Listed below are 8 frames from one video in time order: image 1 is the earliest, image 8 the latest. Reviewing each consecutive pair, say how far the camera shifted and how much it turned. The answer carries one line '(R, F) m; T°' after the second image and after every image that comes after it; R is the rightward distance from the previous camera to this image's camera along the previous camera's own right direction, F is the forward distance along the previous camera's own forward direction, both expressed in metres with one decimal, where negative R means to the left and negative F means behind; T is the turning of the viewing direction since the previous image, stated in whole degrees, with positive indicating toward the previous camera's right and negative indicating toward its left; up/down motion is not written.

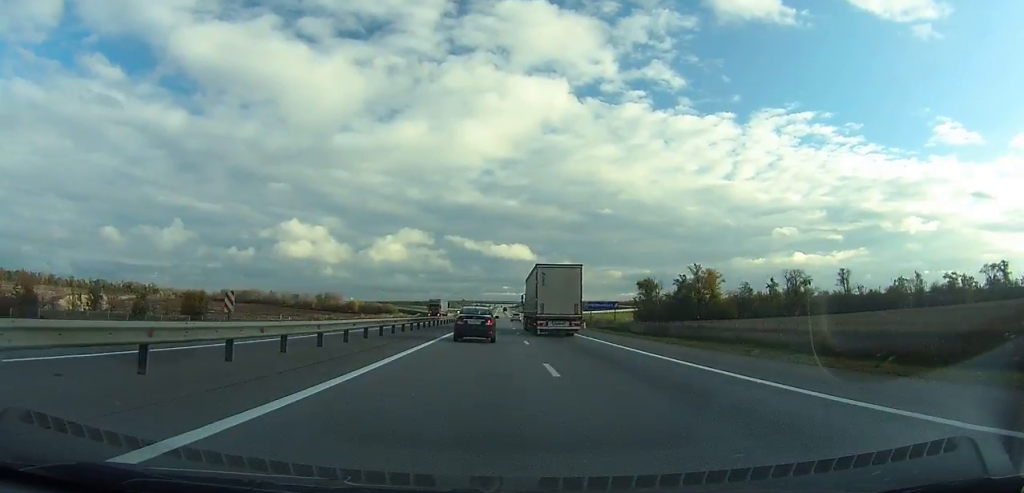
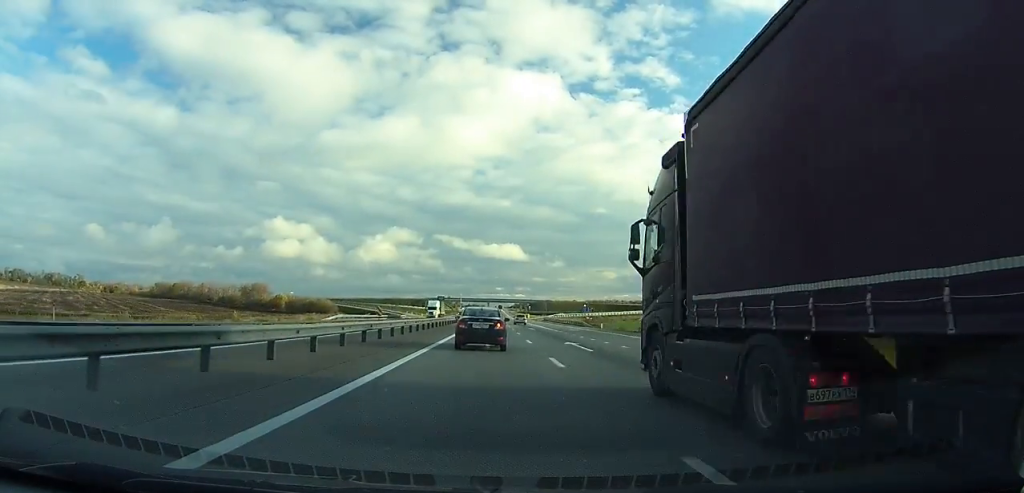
(+1.4, +129.7) m; +1°
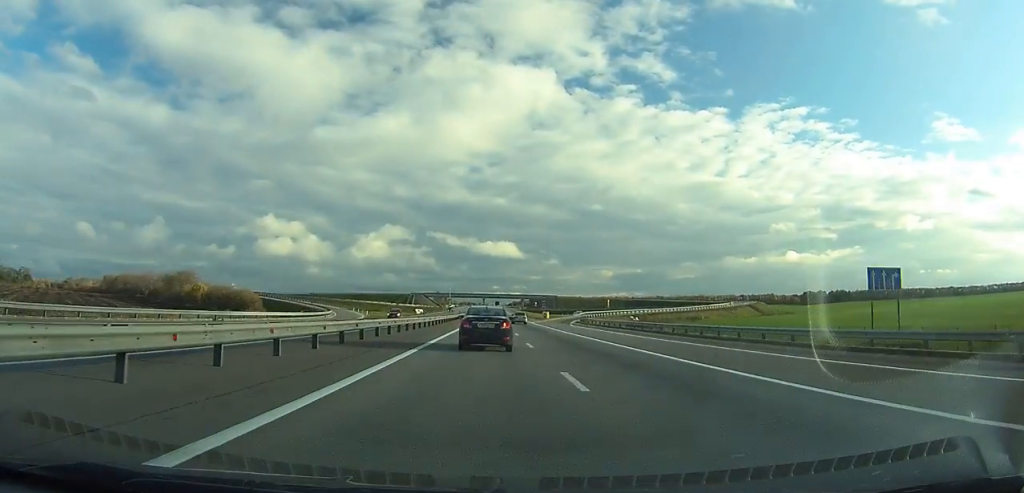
(+0.1, +77.0) m; 0°
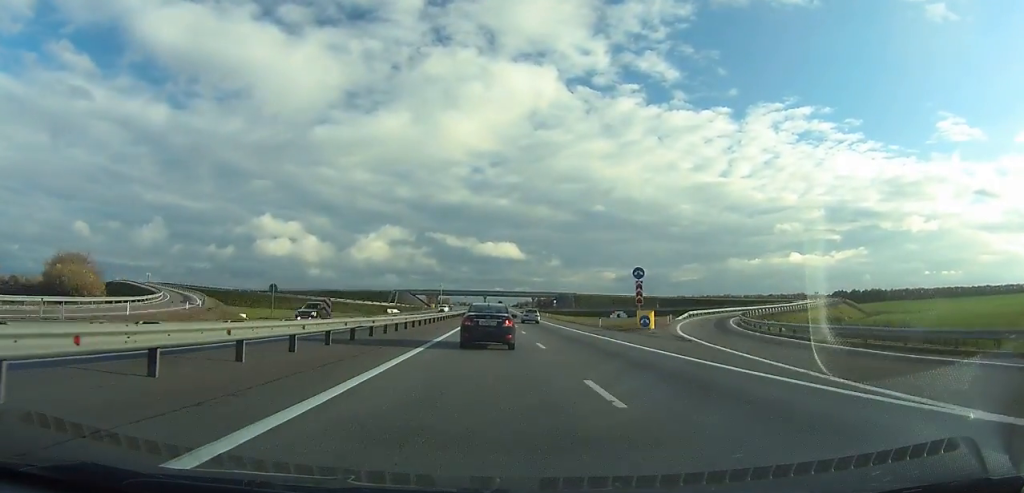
(0.0, +73.4) m; 0°
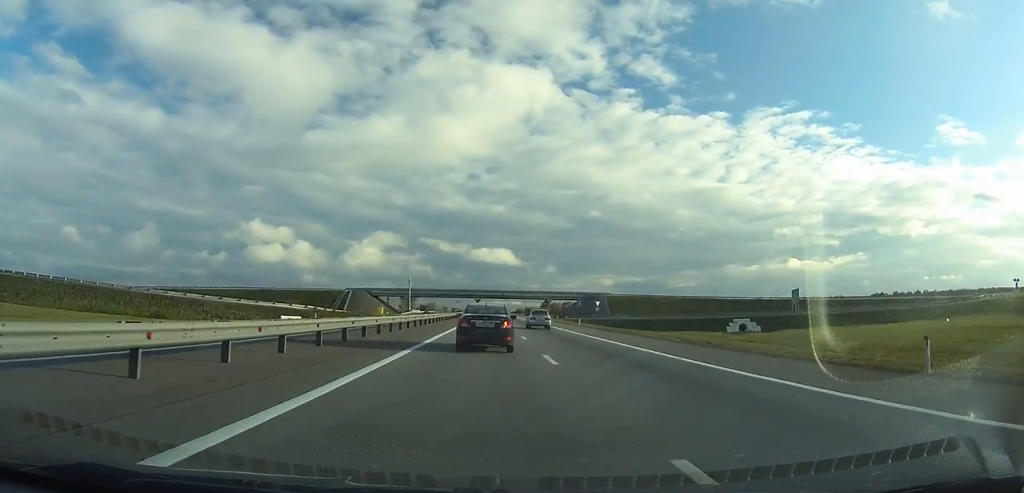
(-0.1, +90.2) m; 0°
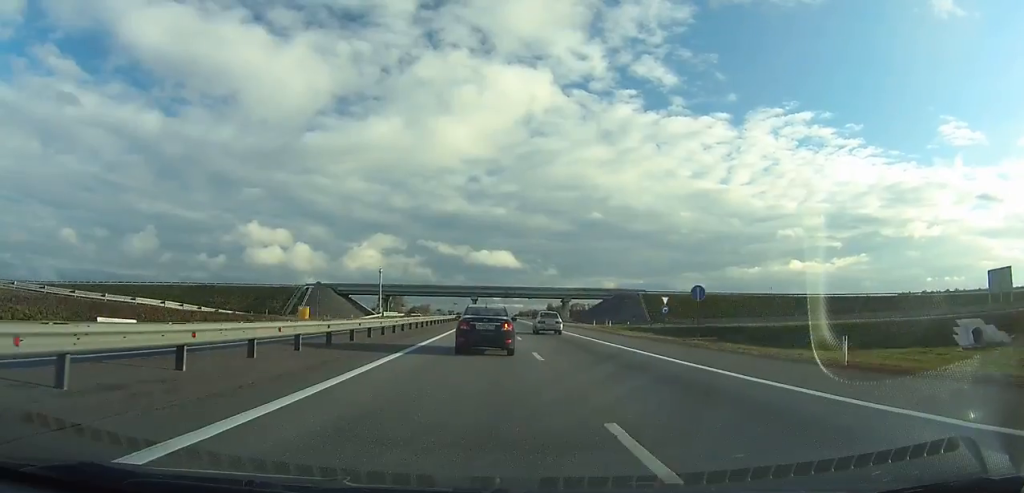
(+0.1, +47.1) m; 0°
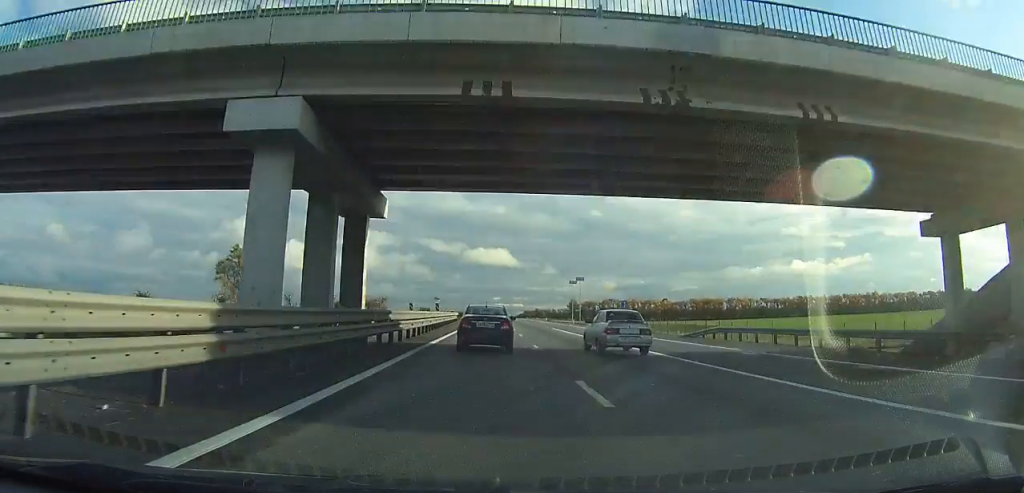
(+0.1, +143.2) m; 0°
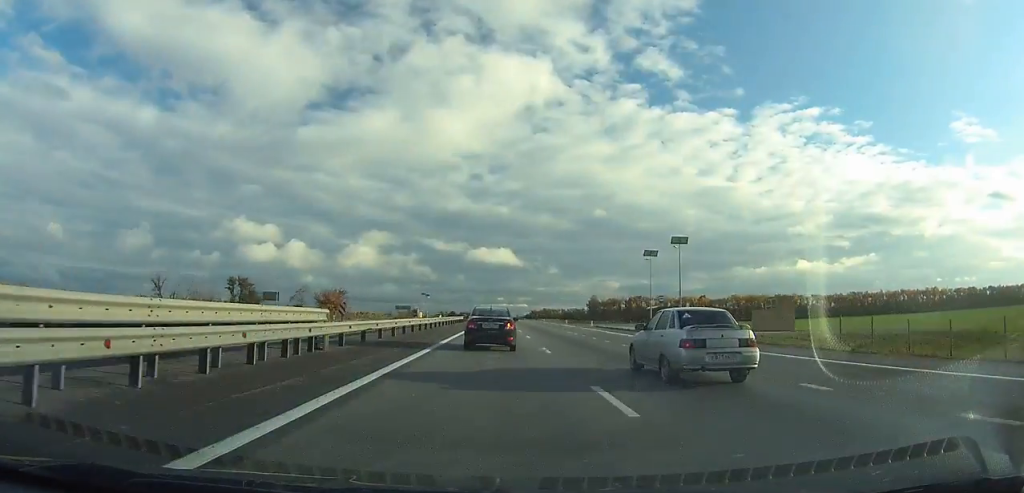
(0.0, +61.7) m; 0°
